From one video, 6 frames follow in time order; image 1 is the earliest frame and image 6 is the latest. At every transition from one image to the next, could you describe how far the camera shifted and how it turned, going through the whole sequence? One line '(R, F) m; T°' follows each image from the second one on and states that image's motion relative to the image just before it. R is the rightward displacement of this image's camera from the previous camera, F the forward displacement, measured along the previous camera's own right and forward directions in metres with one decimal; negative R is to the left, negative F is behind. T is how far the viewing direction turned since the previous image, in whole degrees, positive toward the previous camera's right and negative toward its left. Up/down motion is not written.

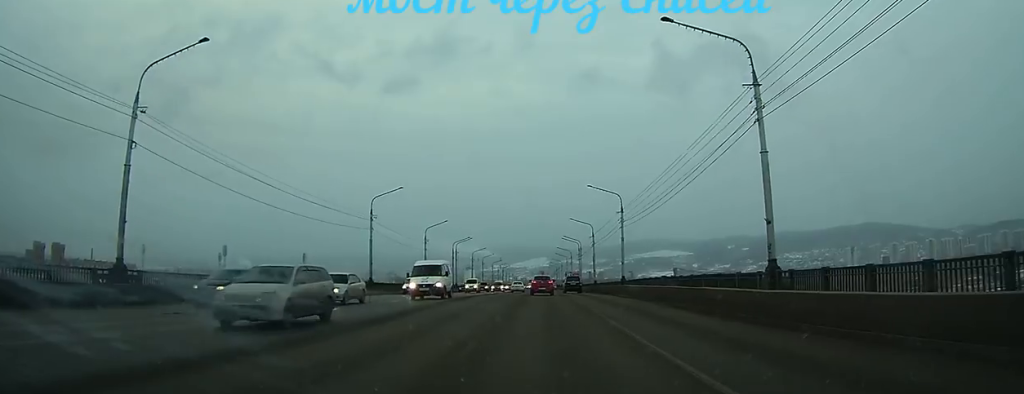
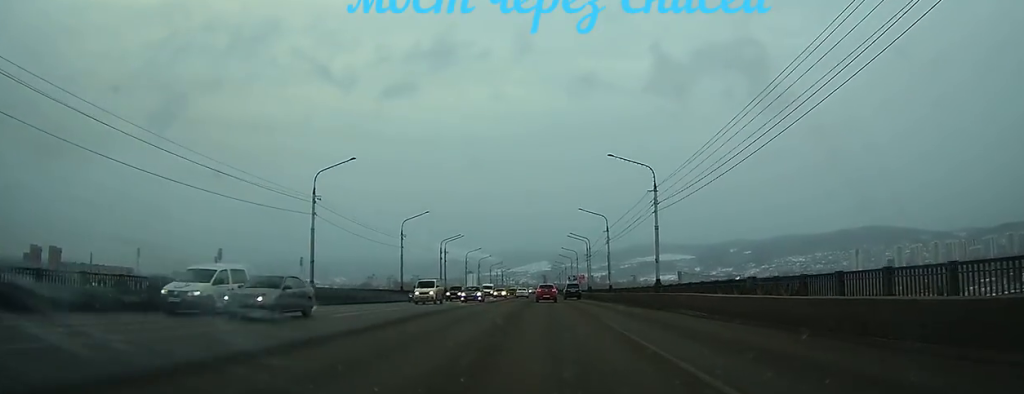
(+0.2, +16.8) m; +1°
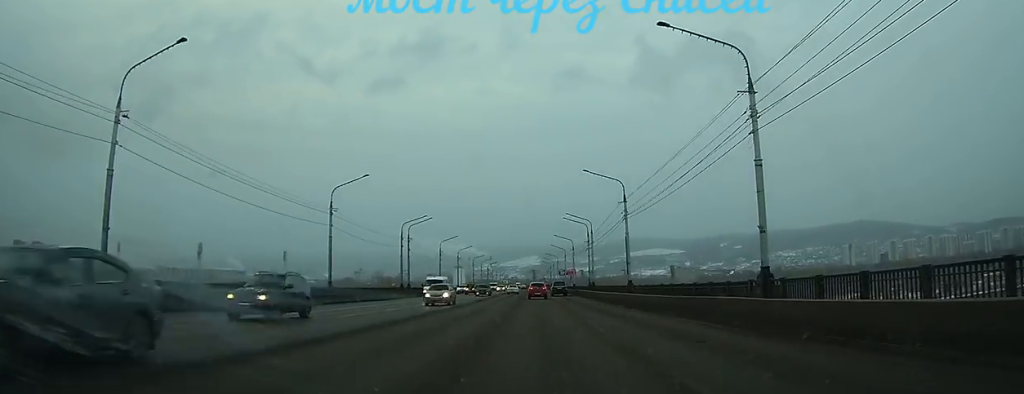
(-0.1, +22.3) m; 0°
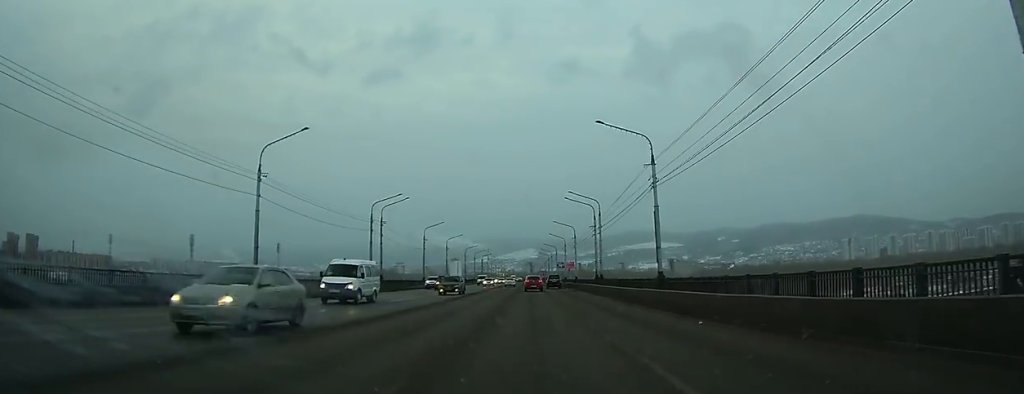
(0.0, +13.4) m; 0°
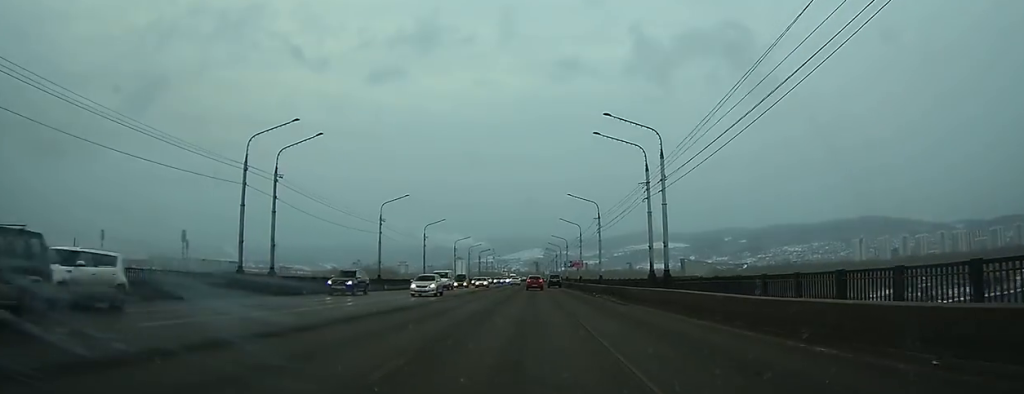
(0.0, +30.9) m; -1°
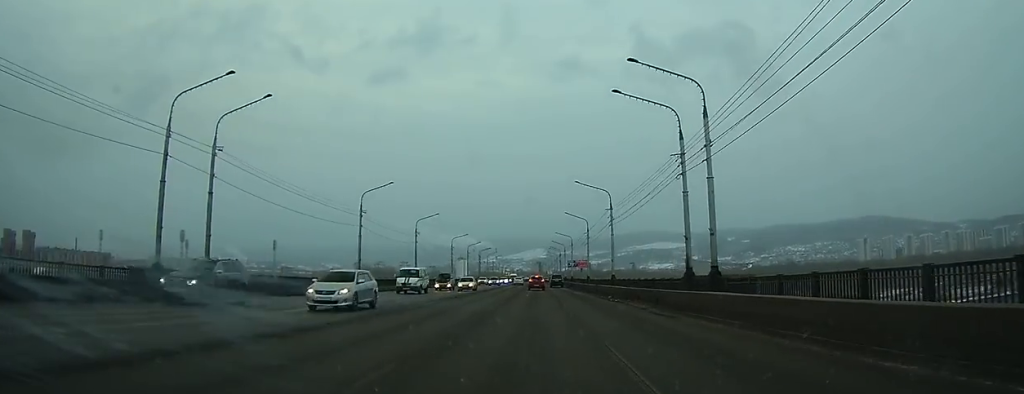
(0.0, +9.0) m; -1°
